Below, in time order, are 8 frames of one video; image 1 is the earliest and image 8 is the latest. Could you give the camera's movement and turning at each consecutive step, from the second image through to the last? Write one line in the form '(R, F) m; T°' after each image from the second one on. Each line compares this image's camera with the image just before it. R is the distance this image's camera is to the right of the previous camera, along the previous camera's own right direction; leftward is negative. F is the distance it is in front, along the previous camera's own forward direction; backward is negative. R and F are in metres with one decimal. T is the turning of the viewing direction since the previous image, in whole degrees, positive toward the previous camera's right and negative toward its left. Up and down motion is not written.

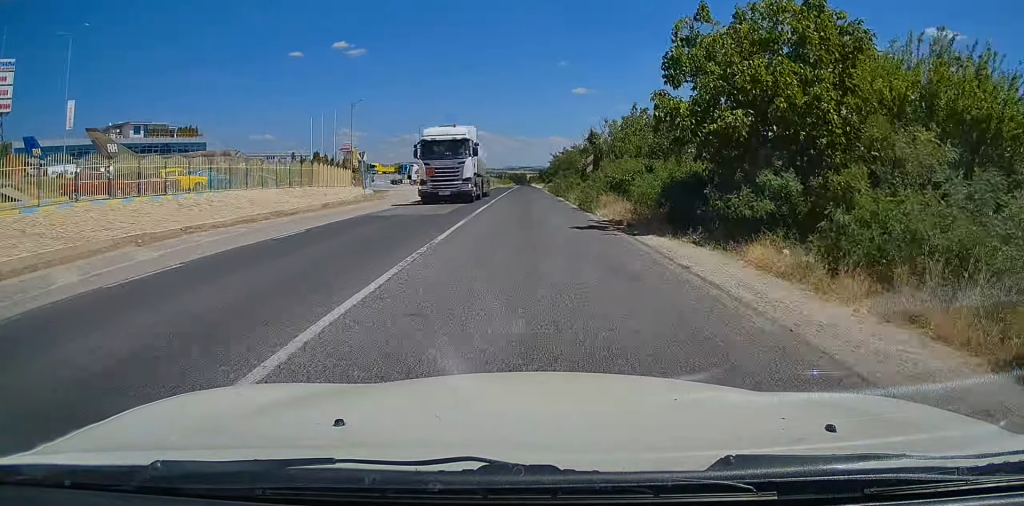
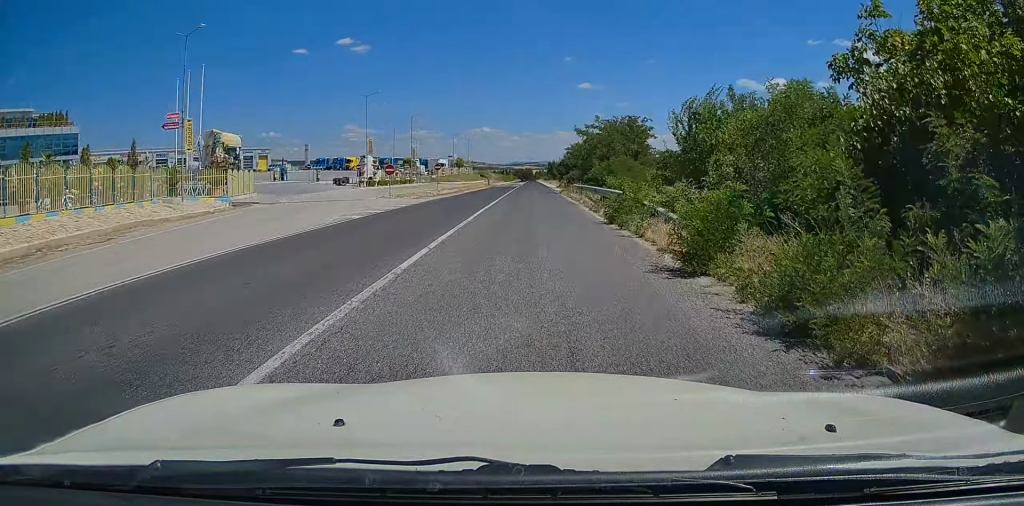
(-0.2, +39.3) m; -1°
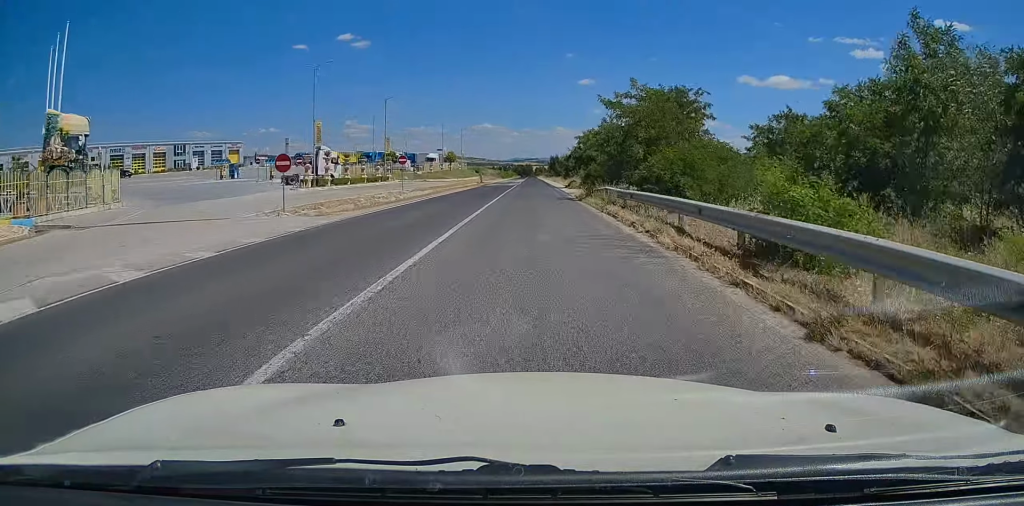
(+0.1, +18.0) m; 0°
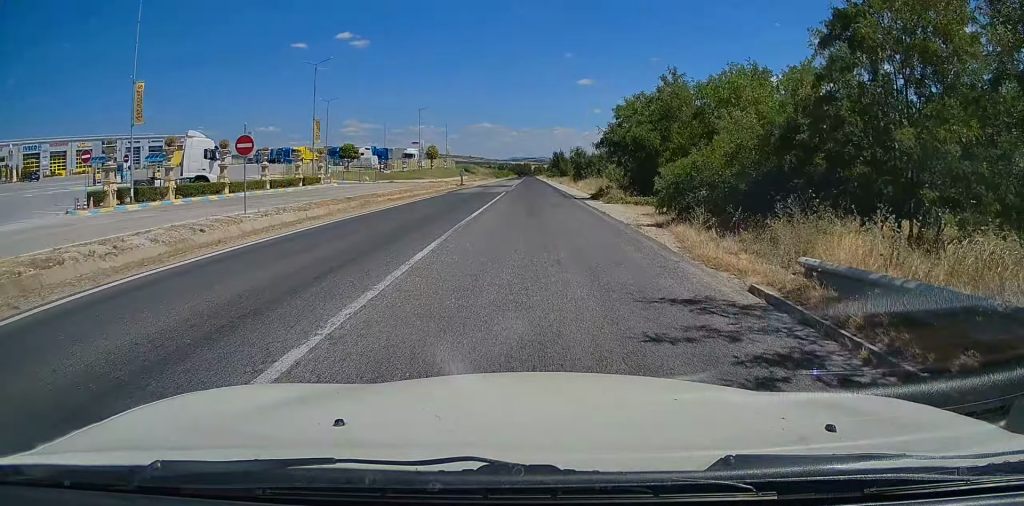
(-0.1, +26.5) m; 0°
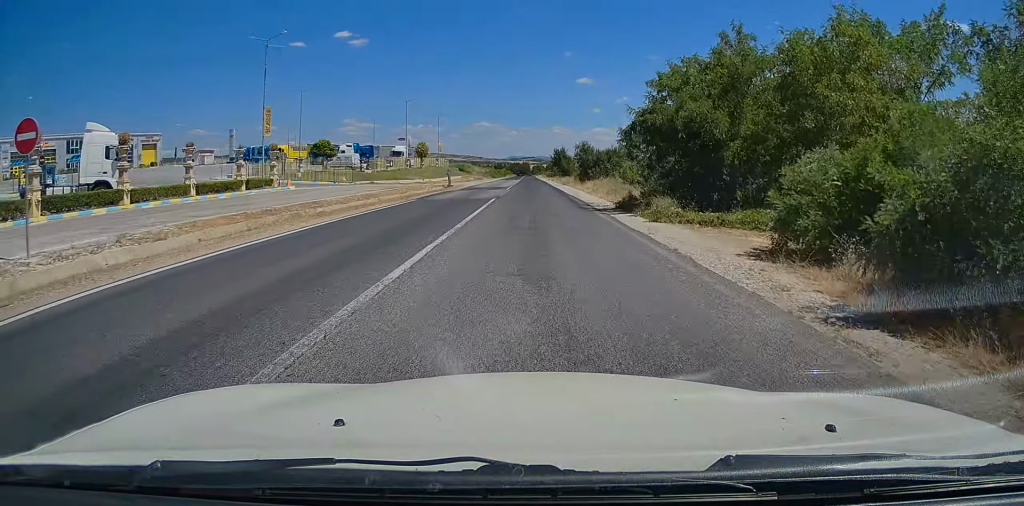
(0.0, +10.5) m; 0°
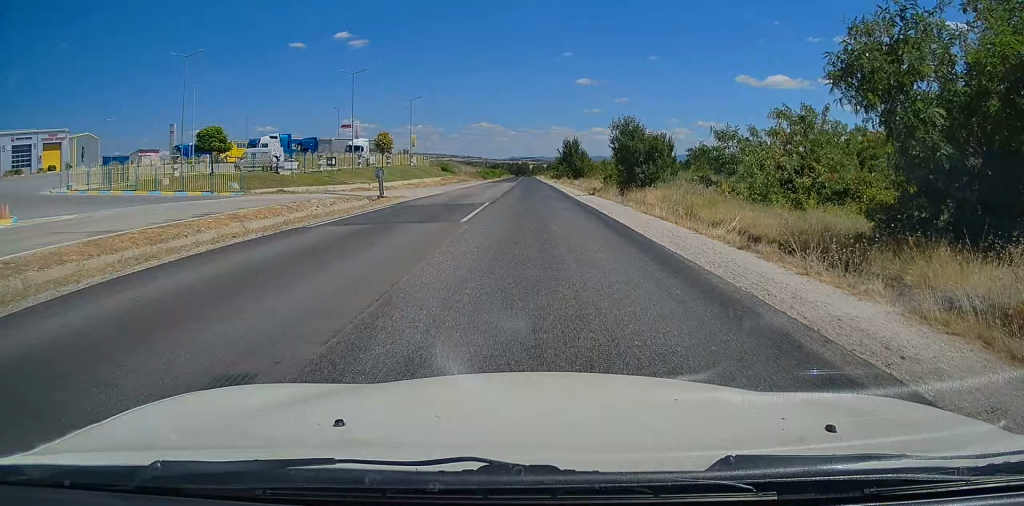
(+0.1, +29.4) m; 0°
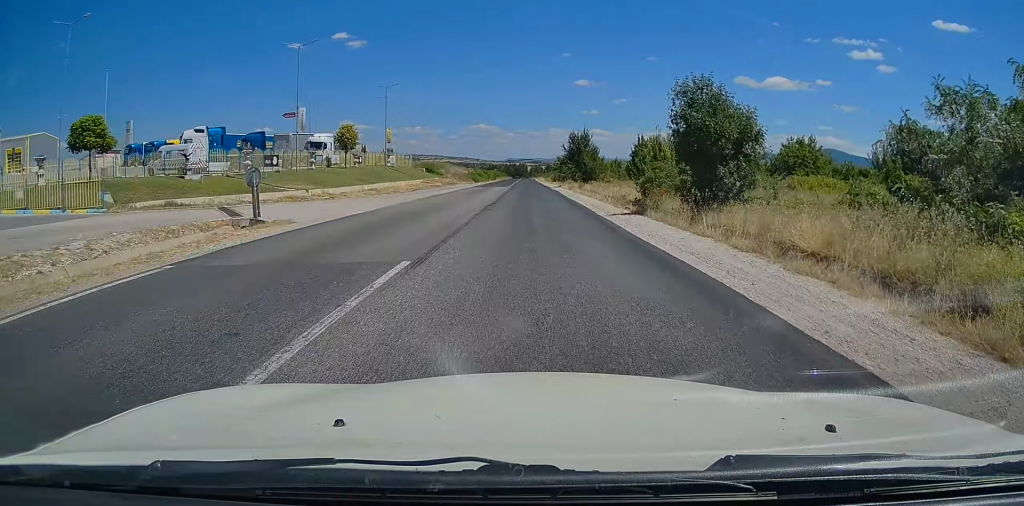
(0.0, +16.1) m; 0°
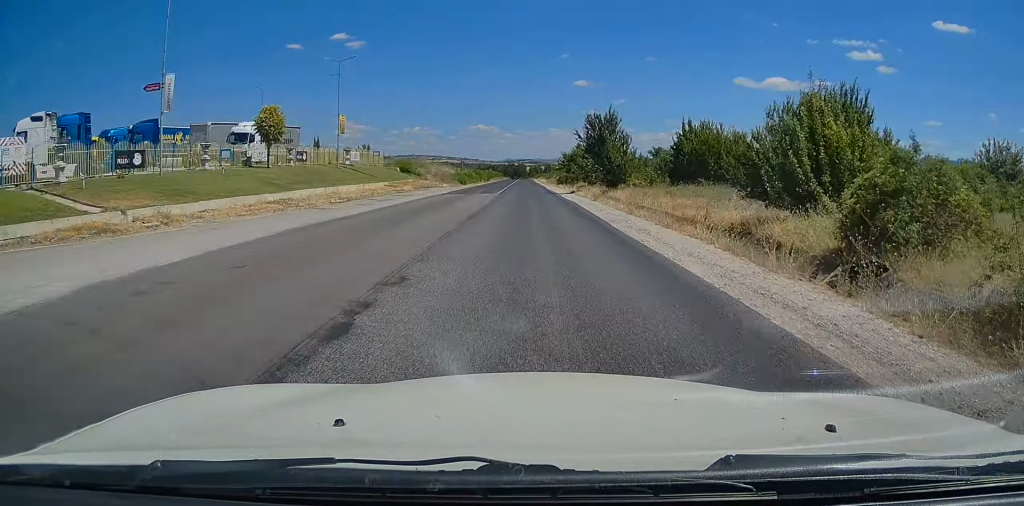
(+0.1, +20.3) m; 0°
